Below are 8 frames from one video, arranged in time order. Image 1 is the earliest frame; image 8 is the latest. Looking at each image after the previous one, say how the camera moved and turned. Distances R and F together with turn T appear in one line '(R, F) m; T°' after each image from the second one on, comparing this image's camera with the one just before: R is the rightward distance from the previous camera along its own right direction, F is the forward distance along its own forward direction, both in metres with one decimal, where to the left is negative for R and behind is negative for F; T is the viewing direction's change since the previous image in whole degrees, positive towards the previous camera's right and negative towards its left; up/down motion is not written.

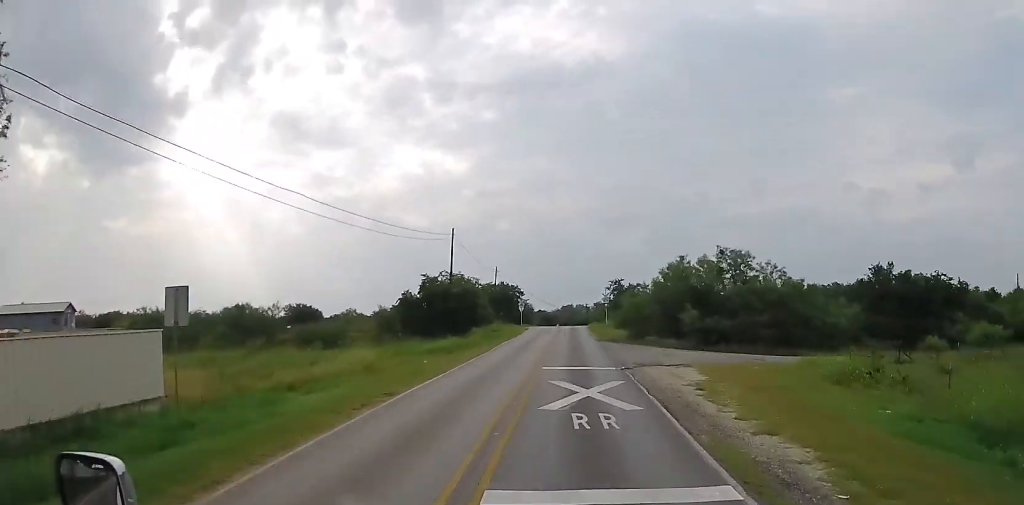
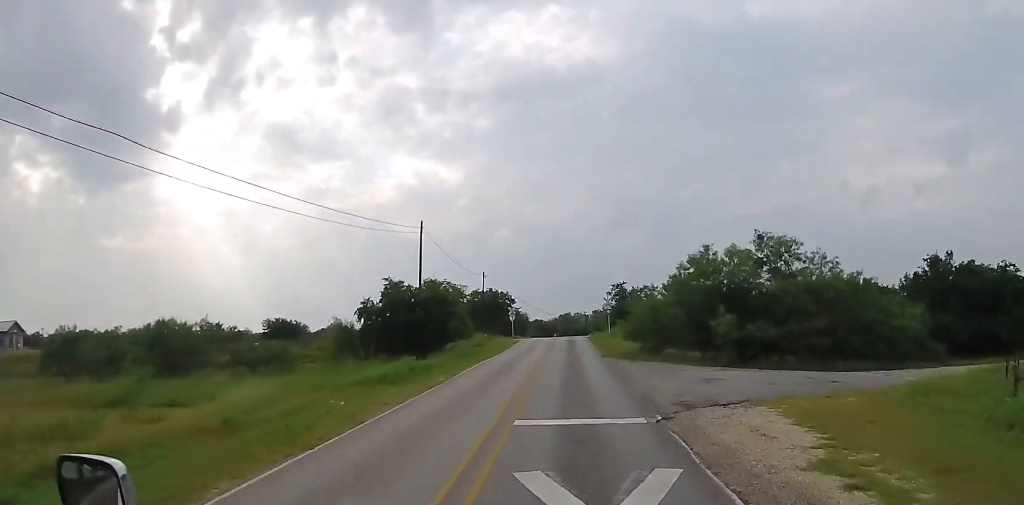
(+0.2, +11.8) m; +1°
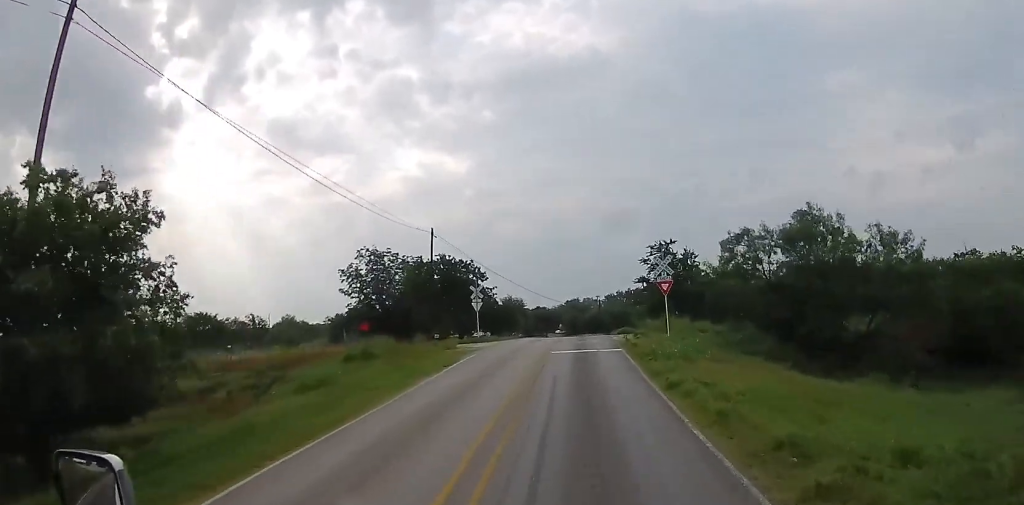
(+0.7, +41.4) m; 0°
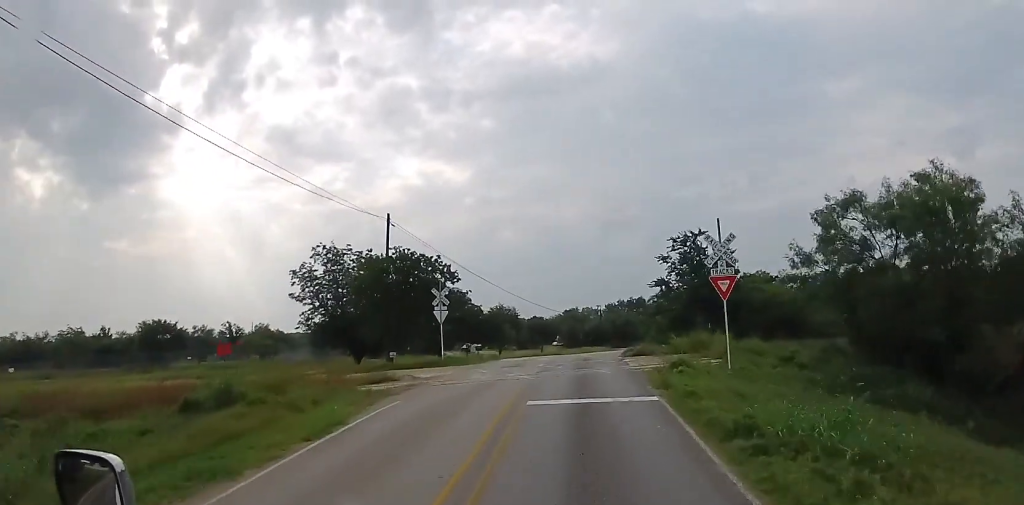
(+0.2, +14.8) m; +2°
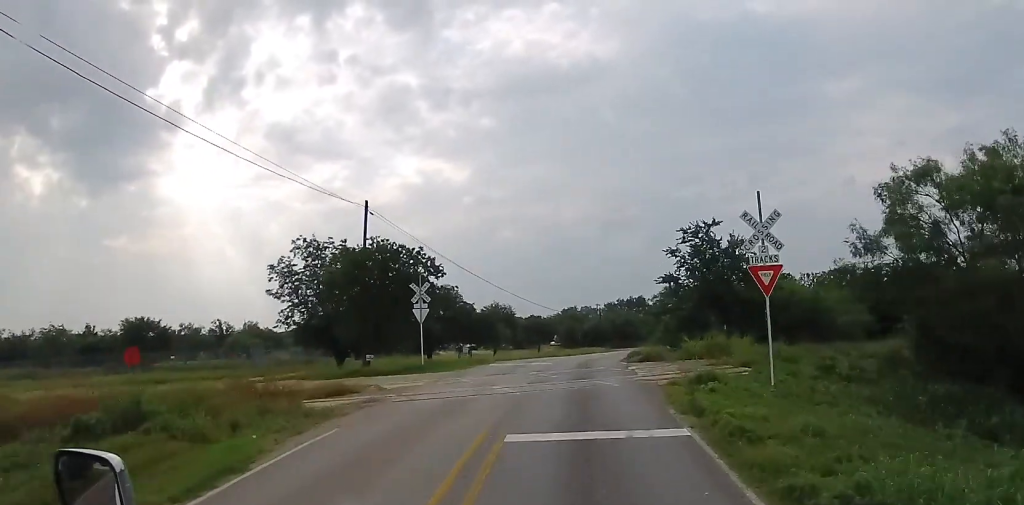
(+0.2, +5.1) m; 0°
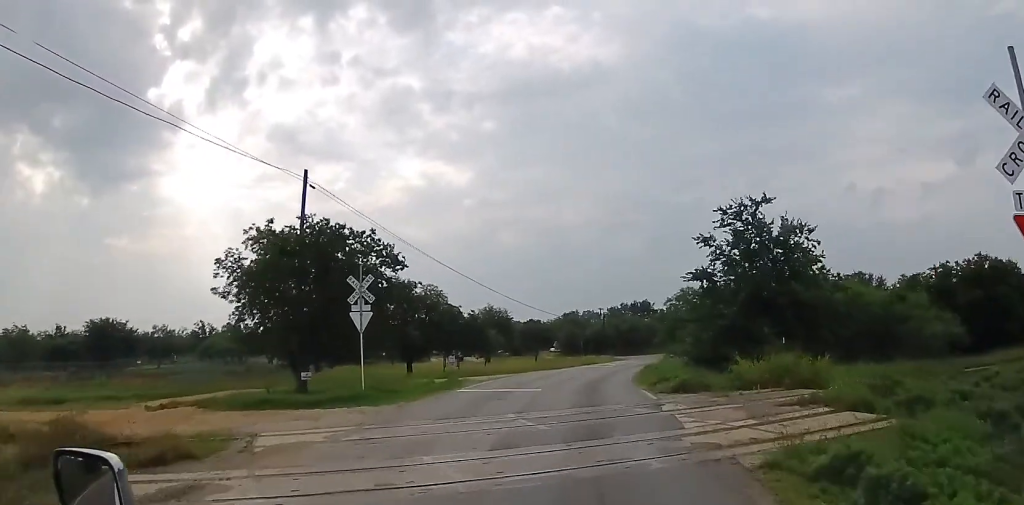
(-0.1, +11.4) m; 0°
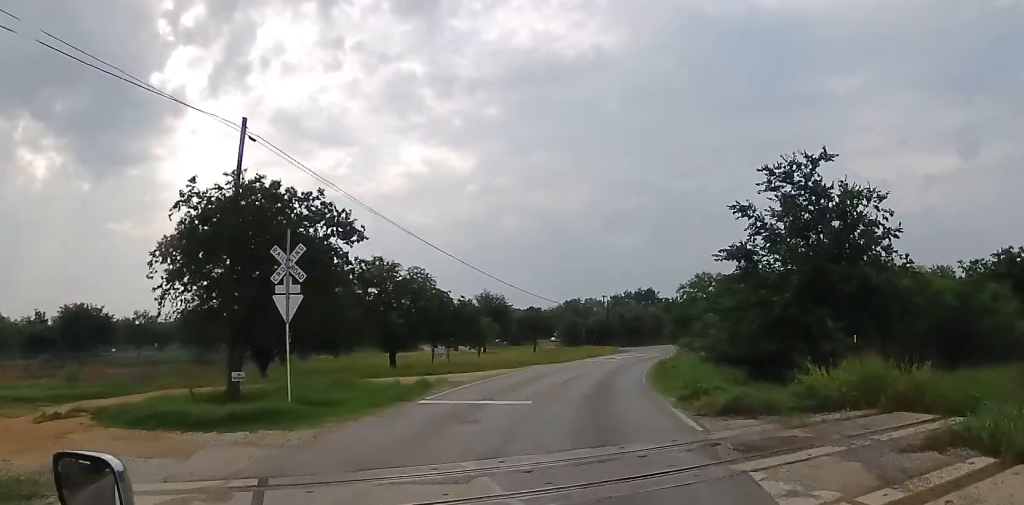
(-0.1, +8.4) m; 0°
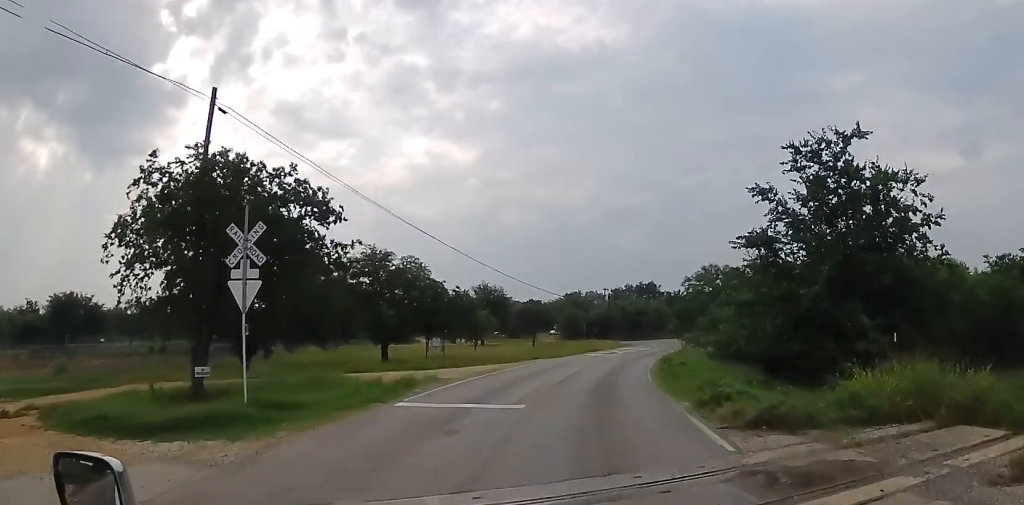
(+0.3, +3.4) m; 0°
